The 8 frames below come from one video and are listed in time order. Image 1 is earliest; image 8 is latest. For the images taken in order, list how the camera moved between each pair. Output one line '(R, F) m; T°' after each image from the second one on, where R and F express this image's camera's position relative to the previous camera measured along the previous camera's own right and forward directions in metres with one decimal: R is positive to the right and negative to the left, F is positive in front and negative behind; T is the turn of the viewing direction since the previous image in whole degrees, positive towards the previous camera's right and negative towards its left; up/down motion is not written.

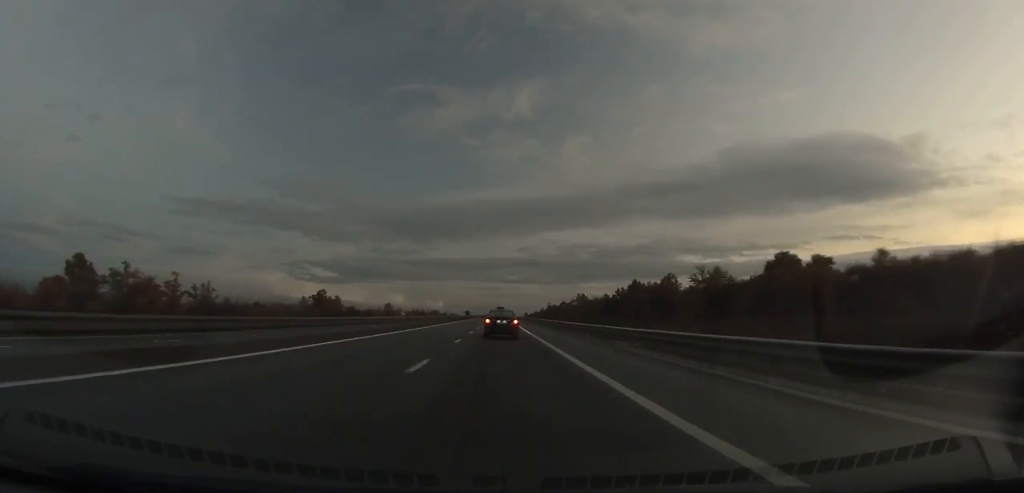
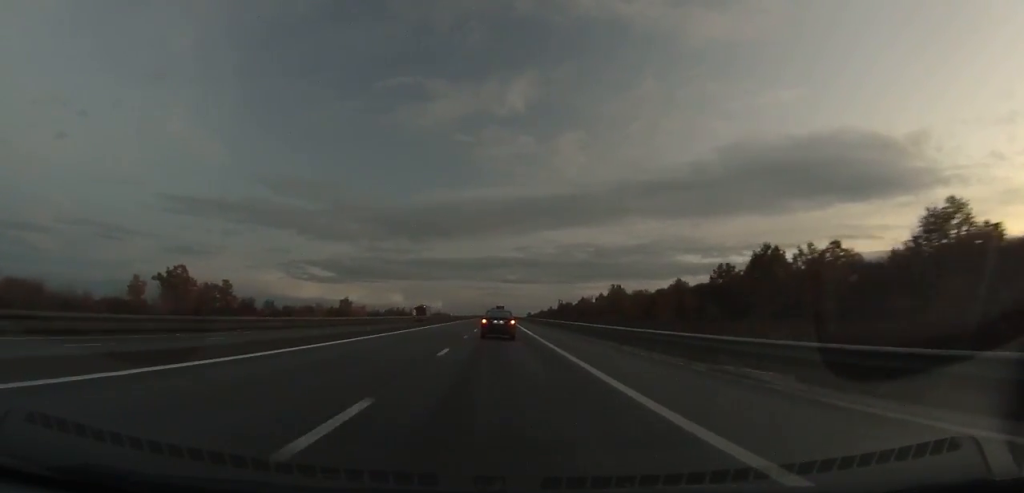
(+0.1, +99.0) m; 0°
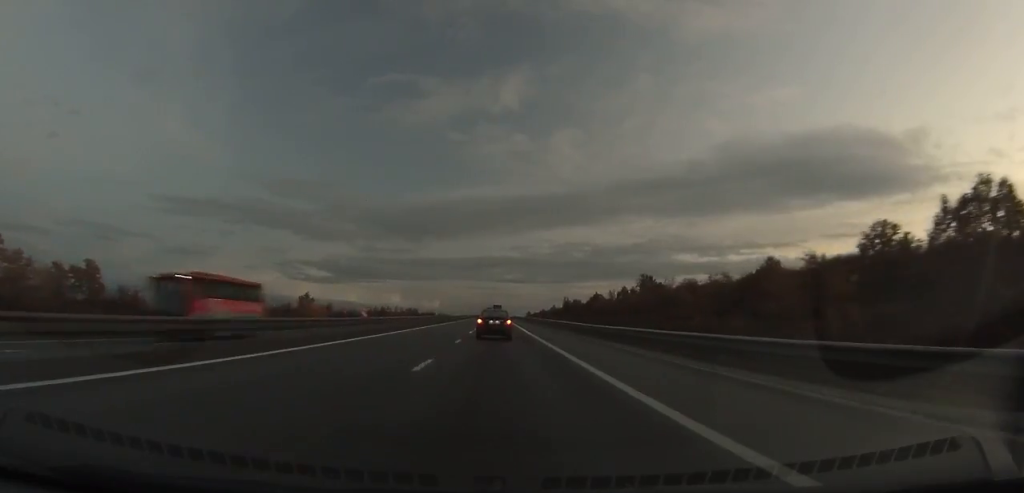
(-0.1, +48.1) m; 0°
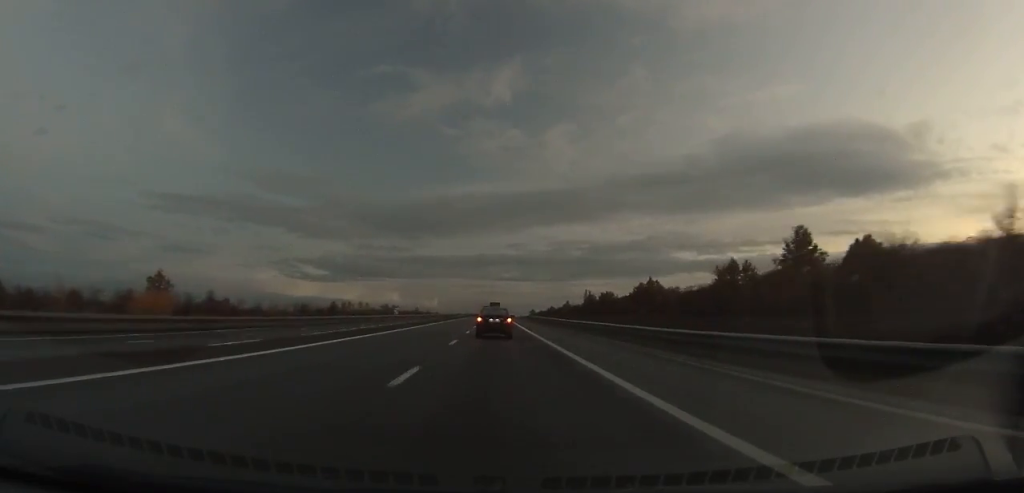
(-0.1, +87.1) m; 0°
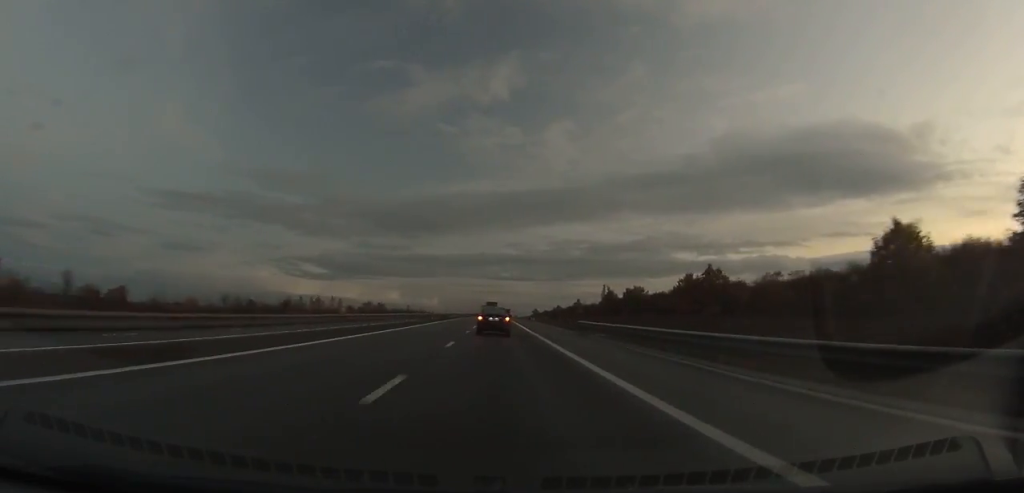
(0.0, +44.4) m; 0°
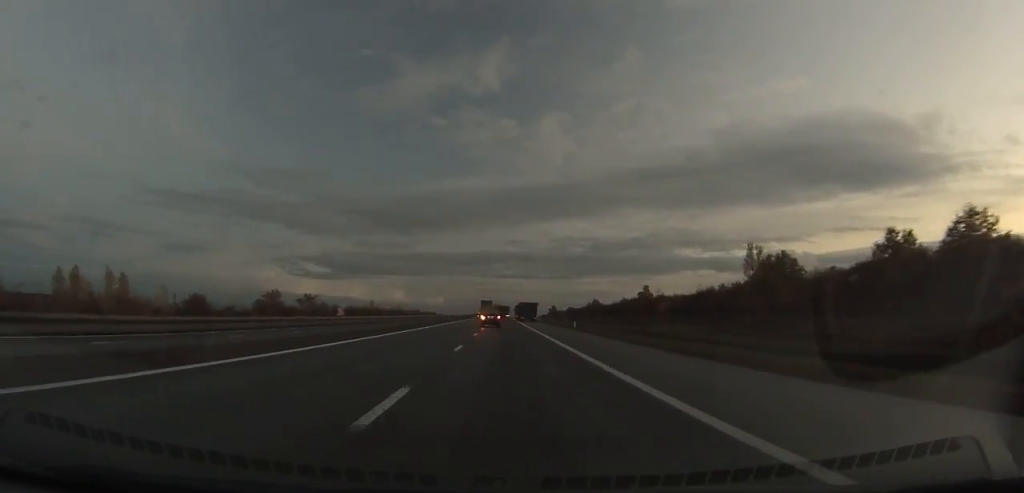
(-0.2, +144.5) m; 0°
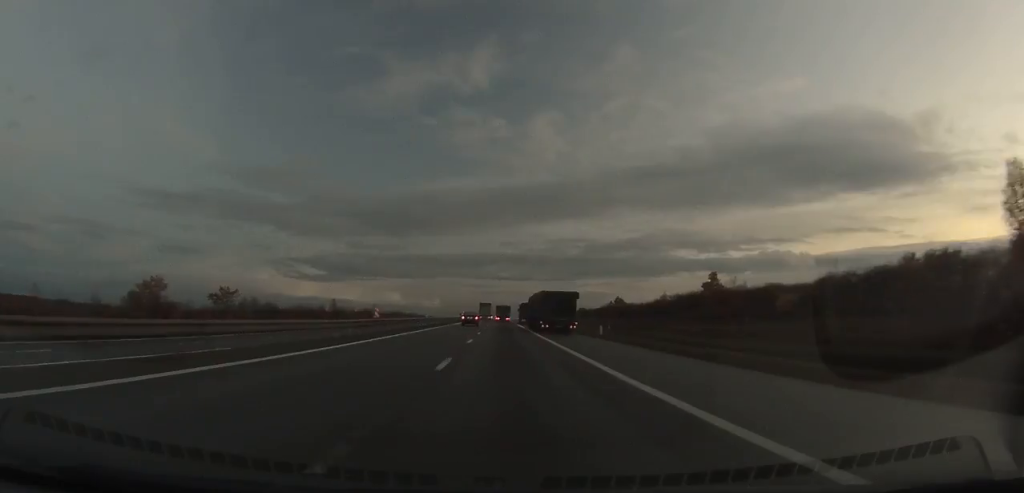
(+0.1, +67.4) m; 0°
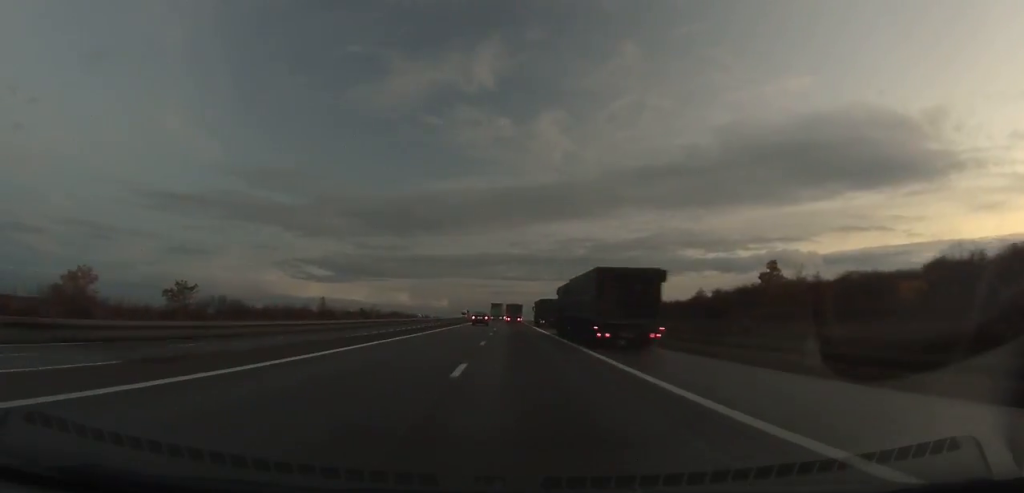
(+0.2, +26.0) m; 0°
